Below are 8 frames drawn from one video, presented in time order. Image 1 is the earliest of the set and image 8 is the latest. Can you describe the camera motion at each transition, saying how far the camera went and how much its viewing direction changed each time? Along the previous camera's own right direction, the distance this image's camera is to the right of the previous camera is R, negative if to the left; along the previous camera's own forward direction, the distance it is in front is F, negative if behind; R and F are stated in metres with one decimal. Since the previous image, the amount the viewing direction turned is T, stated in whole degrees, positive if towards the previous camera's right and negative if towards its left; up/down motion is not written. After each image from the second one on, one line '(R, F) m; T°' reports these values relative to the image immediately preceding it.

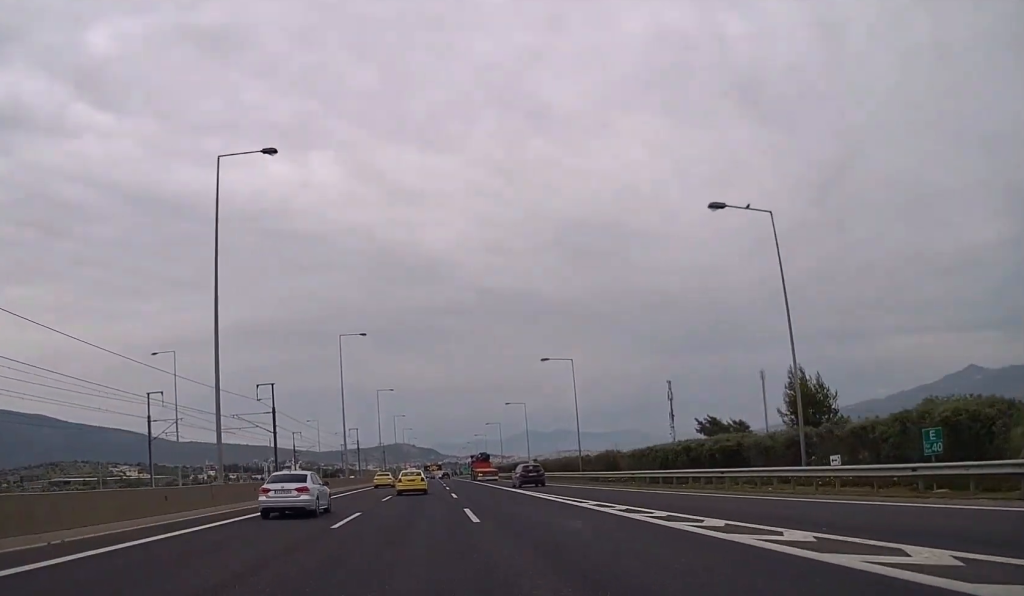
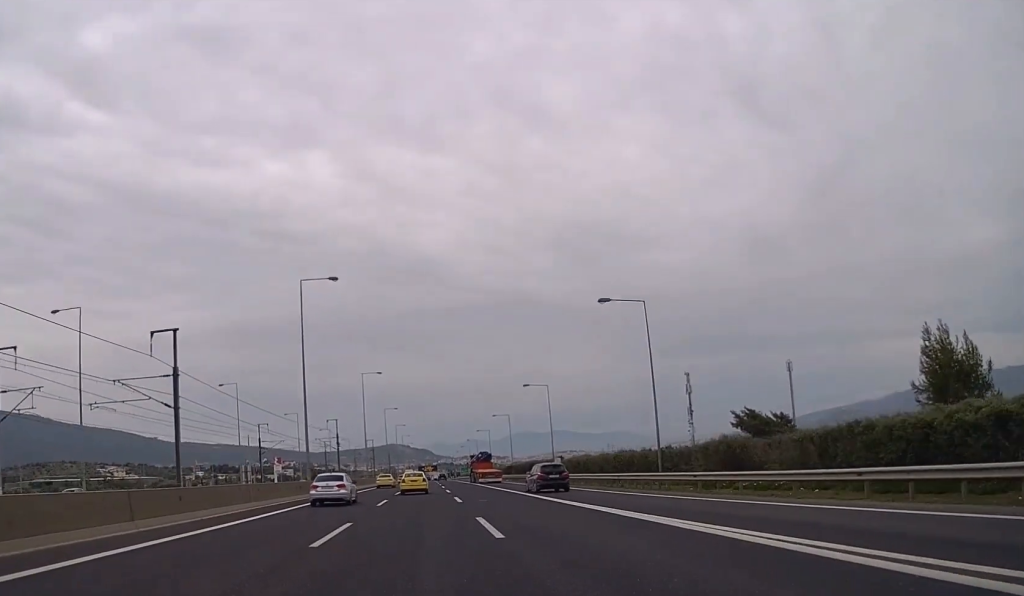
(-0.1, +22.7) m; 0°
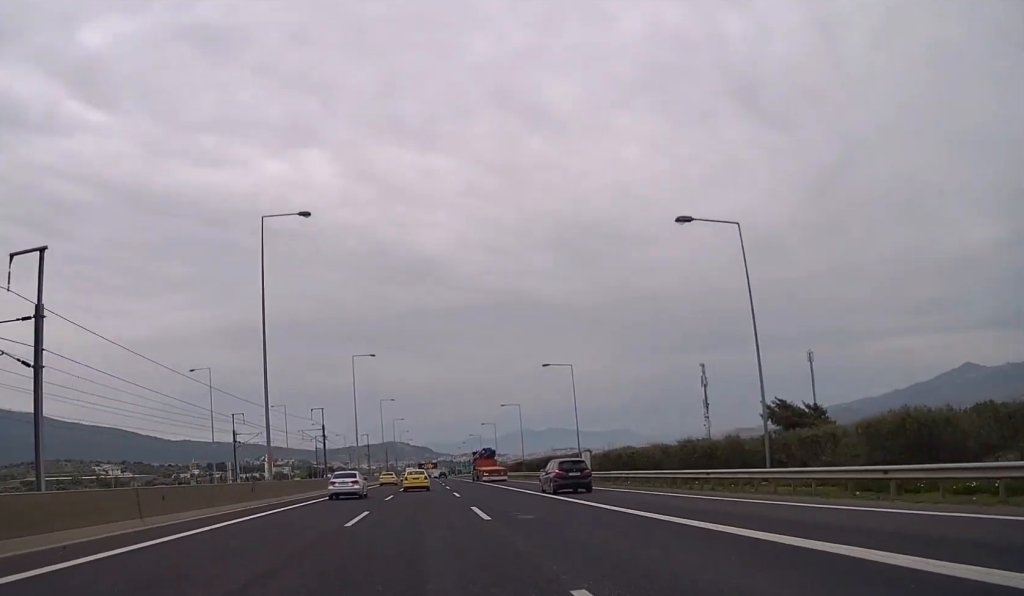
(+0.2, +13.6) m; 0°
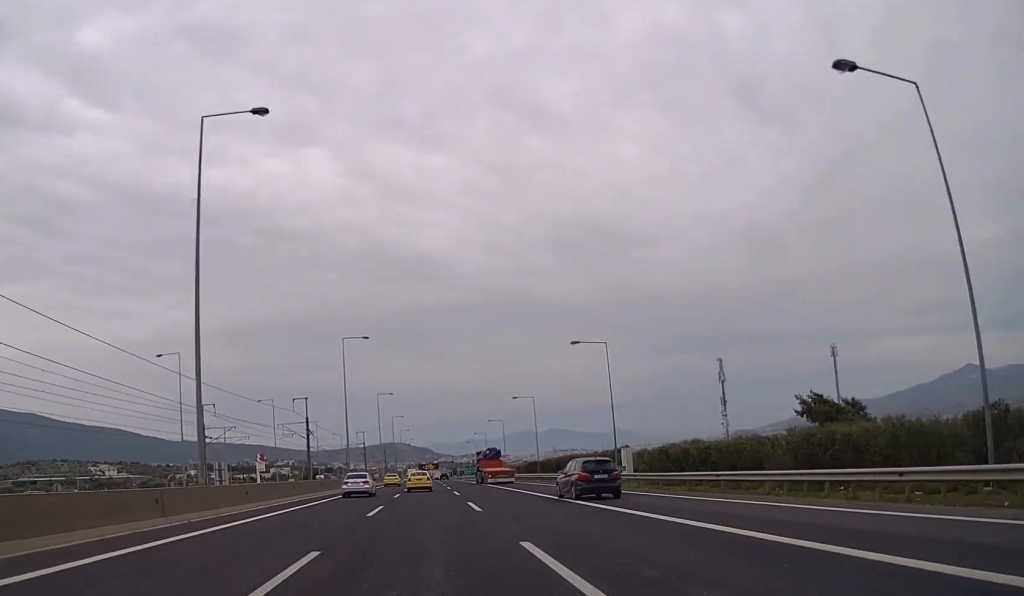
(+0.1, +12.6) m; 0°
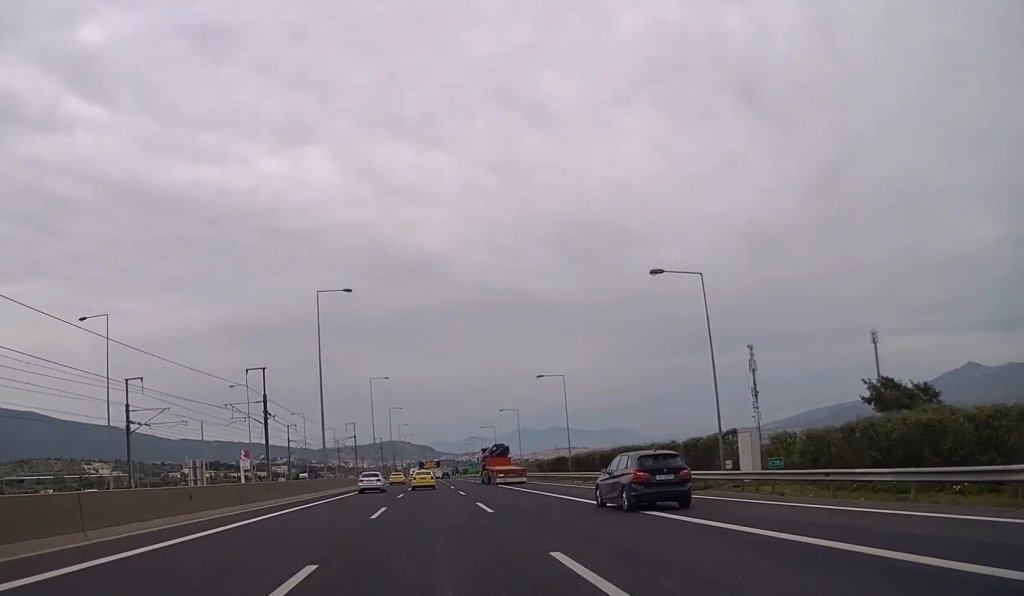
(0.0, +19.9) m; 0°
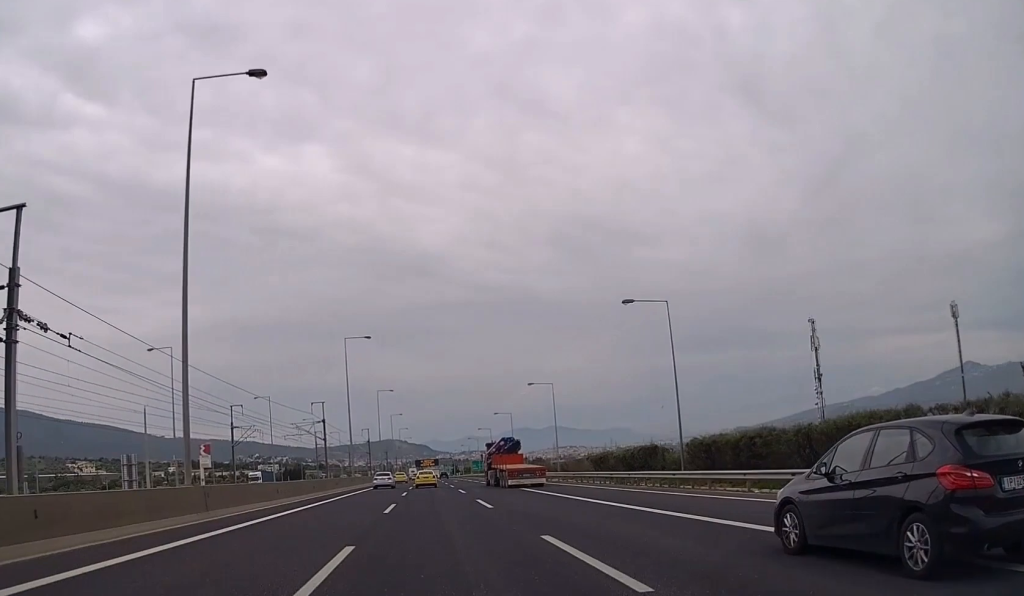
(0.0, +33.5) m; 0°
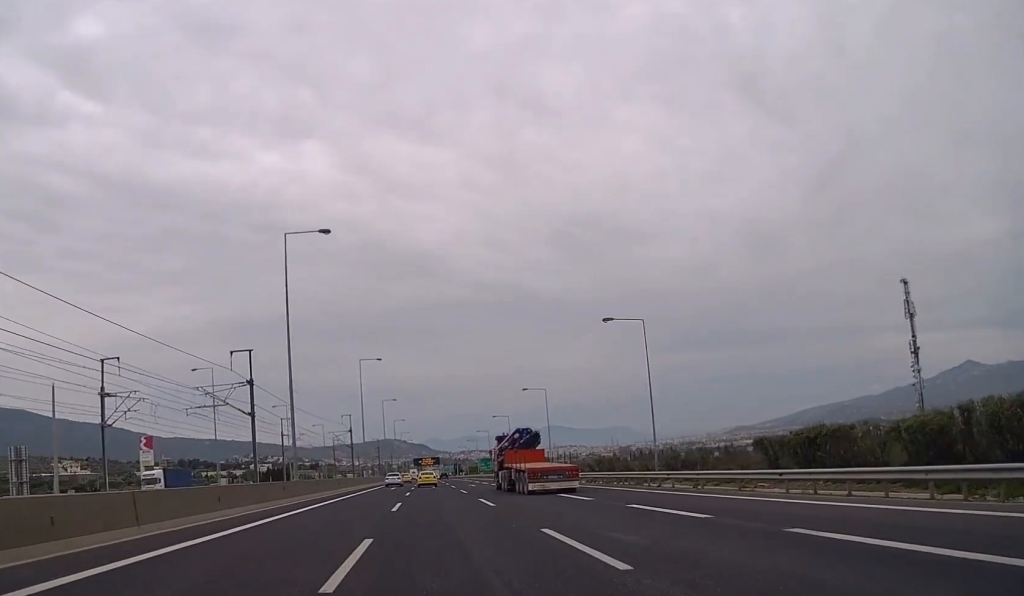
(0.0, +35.2) m; 0°
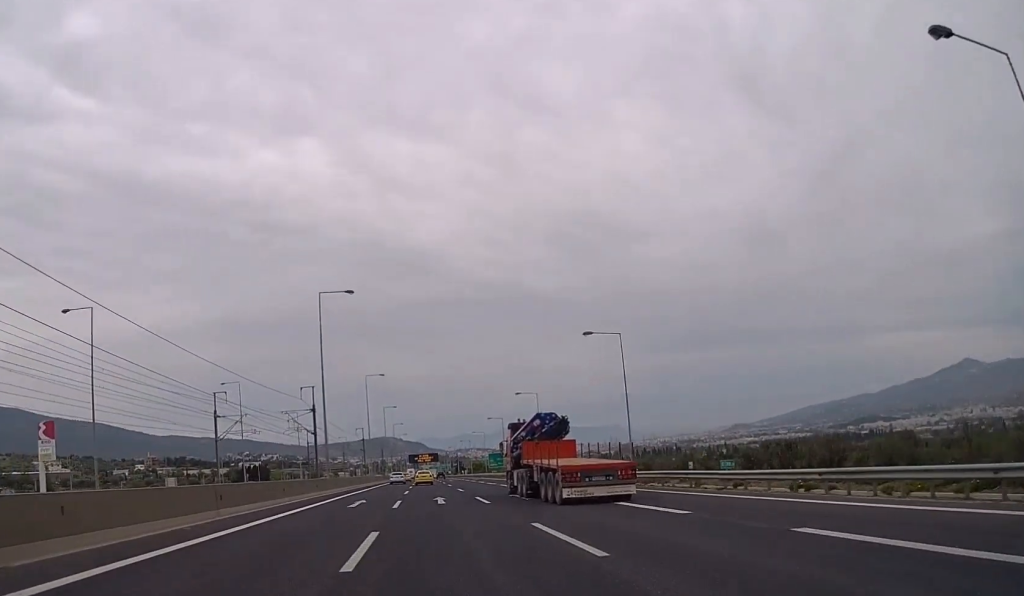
(-0.1, +34.3) m; 0°
